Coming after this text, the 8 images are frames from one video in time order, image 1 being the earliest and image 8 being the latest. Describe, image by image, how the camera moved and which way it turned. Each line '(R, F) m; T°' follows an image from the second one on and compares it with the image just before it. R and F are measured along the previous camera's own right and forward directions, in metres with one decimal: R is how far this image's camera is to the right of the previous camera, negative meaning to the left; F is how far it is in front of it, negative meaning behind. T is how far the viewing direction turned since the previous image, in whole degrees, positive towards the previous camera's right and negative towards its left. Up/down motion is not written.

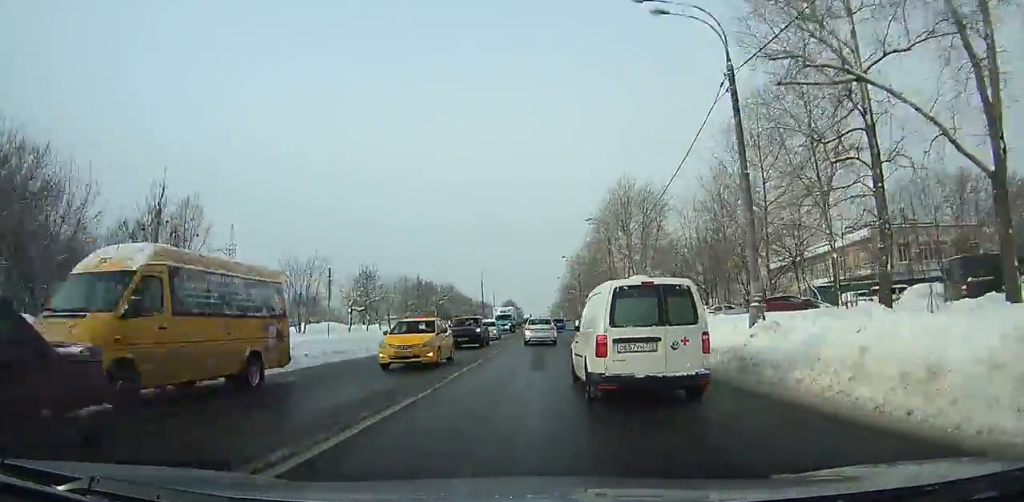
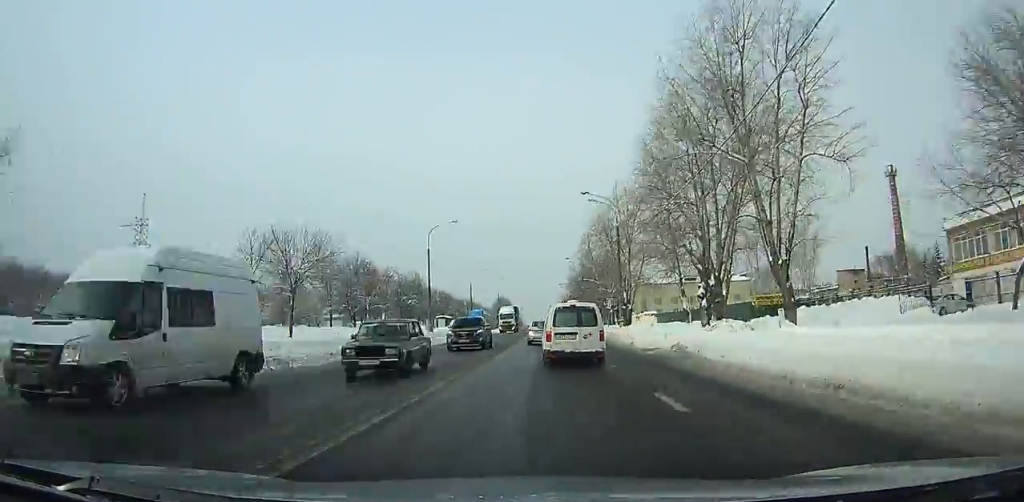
(-0.8, +52.3) m; -1°
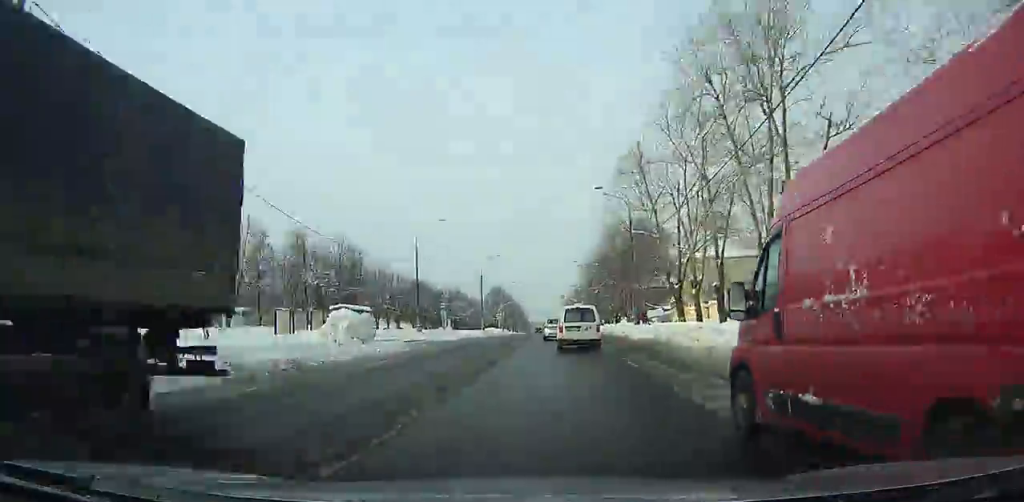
(-0.3, +50.6) m; 0°
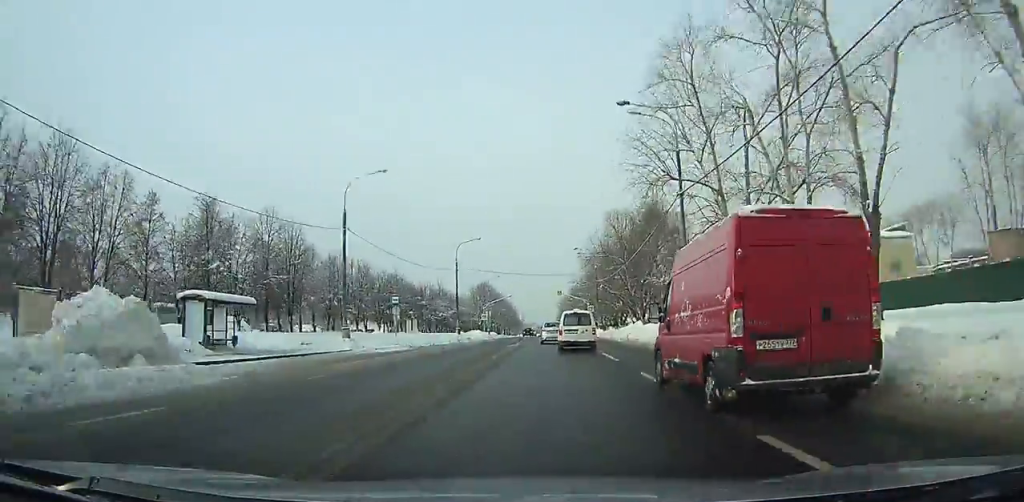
(+0.2, +20.5) m; 0°
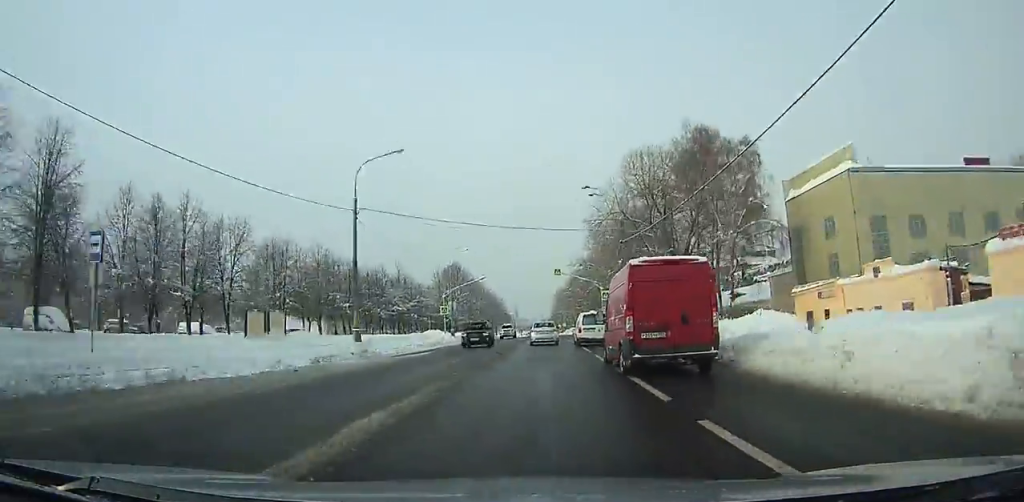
(+0.1, +35.2) m; 0°
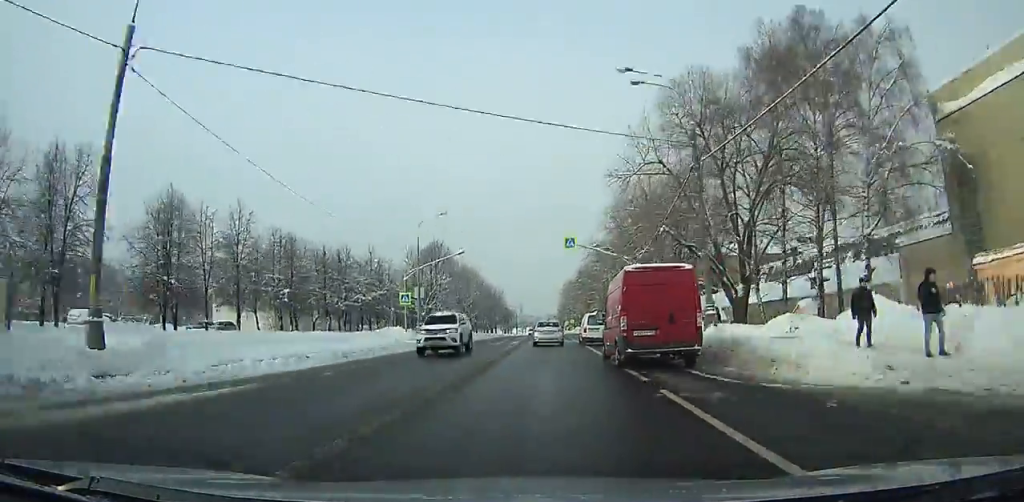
(0.0, +21.2) m; 0°
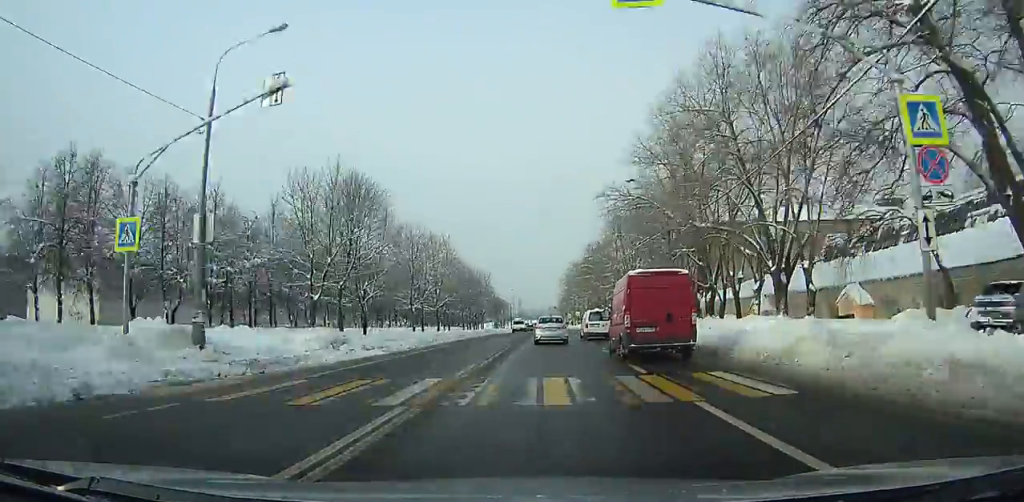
(+0.1, +33.7) m; 0°
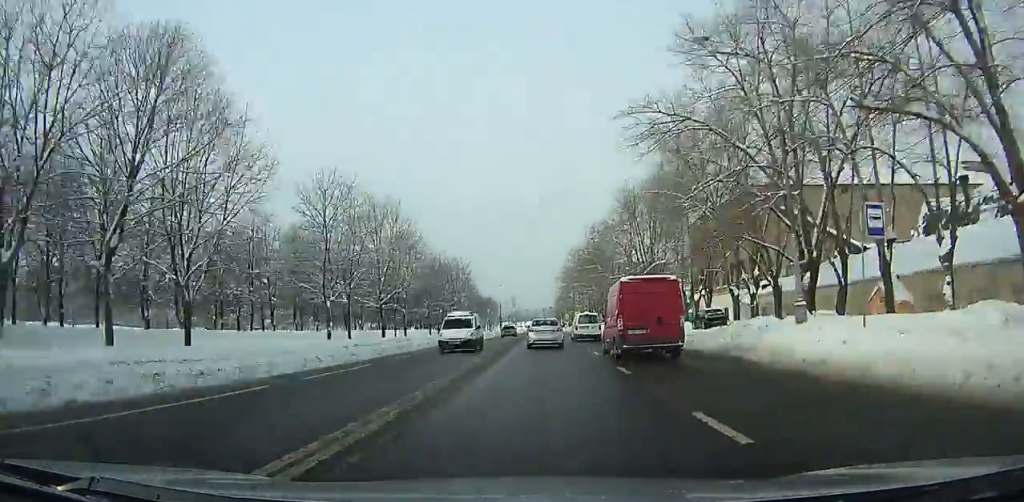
(+0.1, +24.3) m; 0°
